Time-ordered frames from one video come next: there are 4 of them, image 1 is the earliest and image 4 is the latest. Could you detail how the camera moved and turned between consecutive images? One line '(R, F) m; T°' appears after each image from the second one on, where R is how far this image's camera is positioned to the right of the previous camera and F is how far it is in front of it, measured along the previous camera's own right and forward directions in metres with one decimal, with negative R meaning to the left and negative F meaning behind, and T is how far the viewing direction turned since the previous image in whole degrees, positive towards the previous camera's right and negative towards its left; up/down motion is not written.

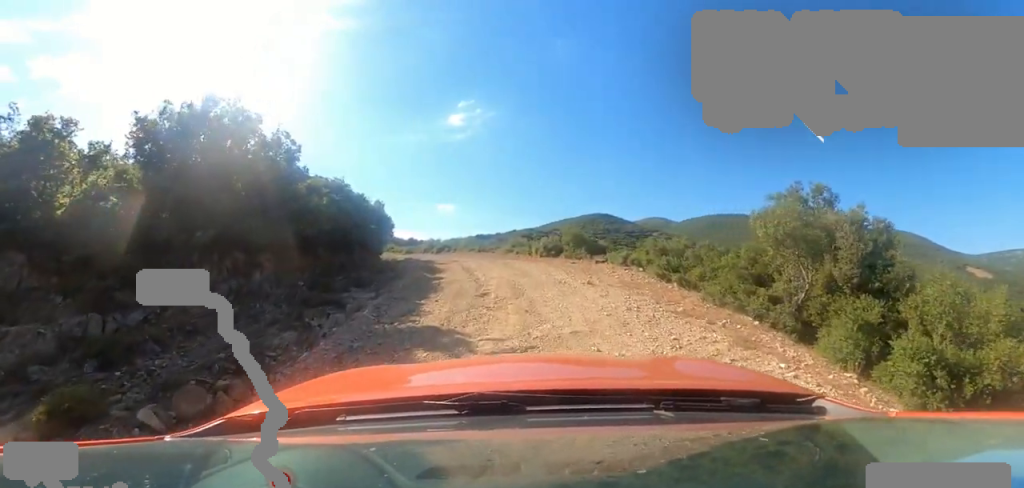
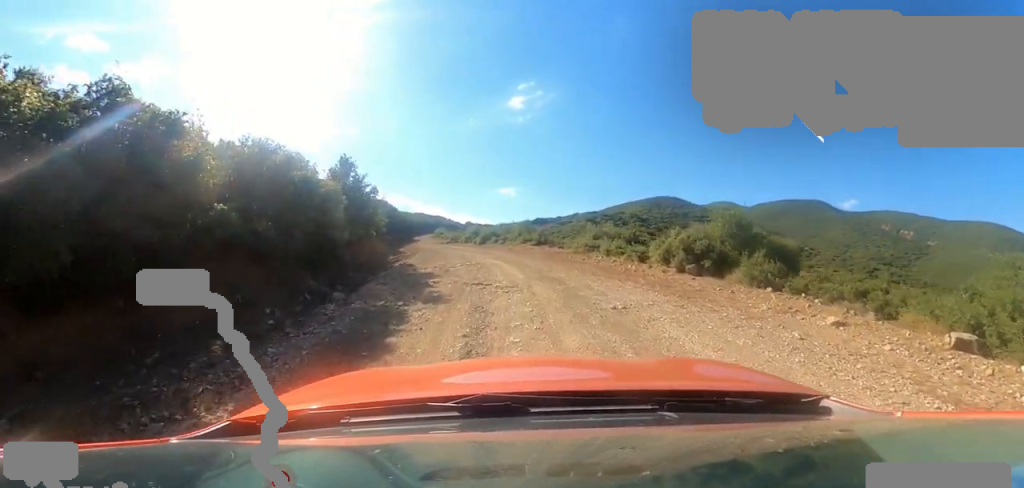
(0.0, +11.6) m; +3°
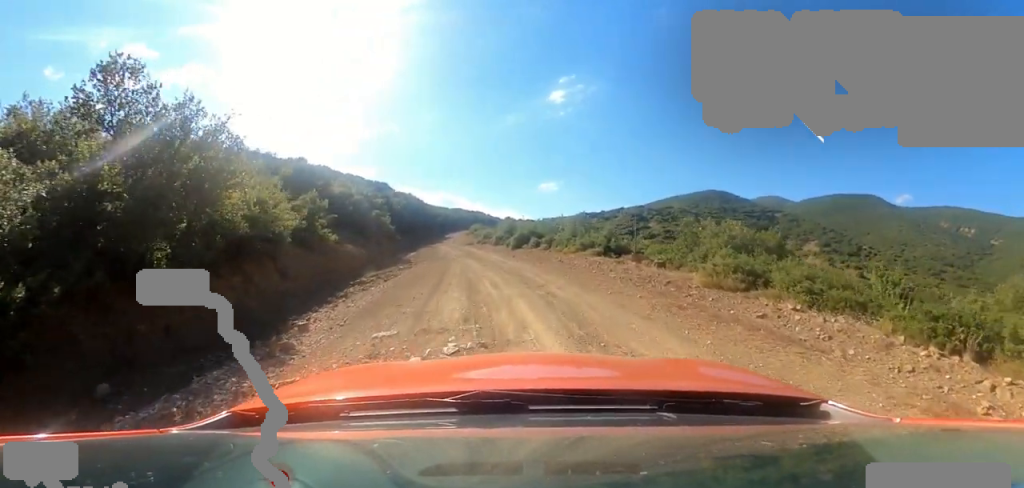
(-1.2, +8.0) m; -18°
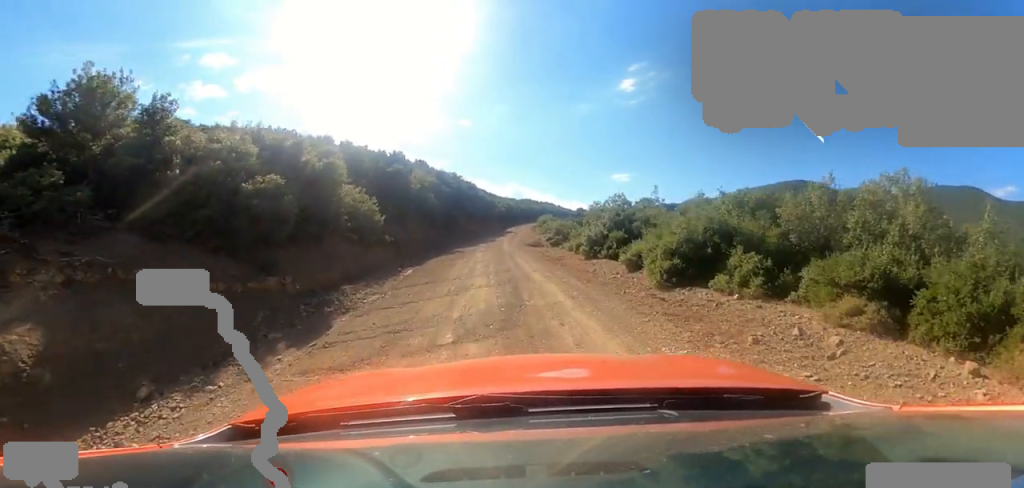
(-1.5, +13.6) m; -6°
